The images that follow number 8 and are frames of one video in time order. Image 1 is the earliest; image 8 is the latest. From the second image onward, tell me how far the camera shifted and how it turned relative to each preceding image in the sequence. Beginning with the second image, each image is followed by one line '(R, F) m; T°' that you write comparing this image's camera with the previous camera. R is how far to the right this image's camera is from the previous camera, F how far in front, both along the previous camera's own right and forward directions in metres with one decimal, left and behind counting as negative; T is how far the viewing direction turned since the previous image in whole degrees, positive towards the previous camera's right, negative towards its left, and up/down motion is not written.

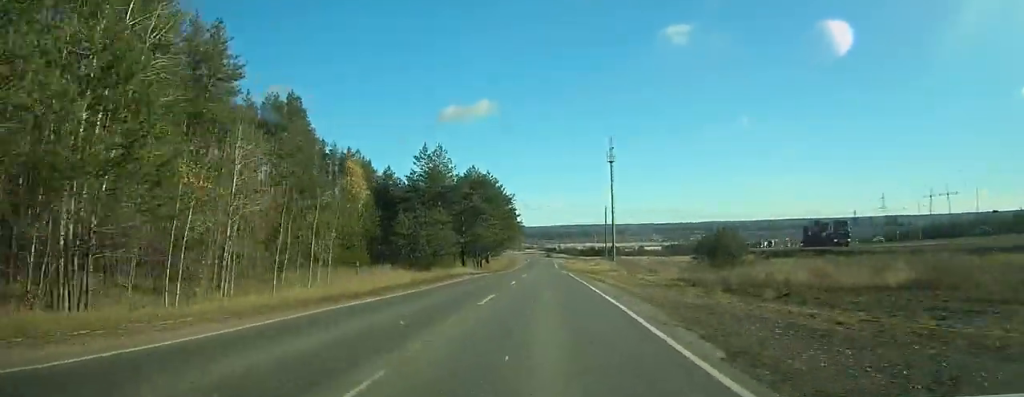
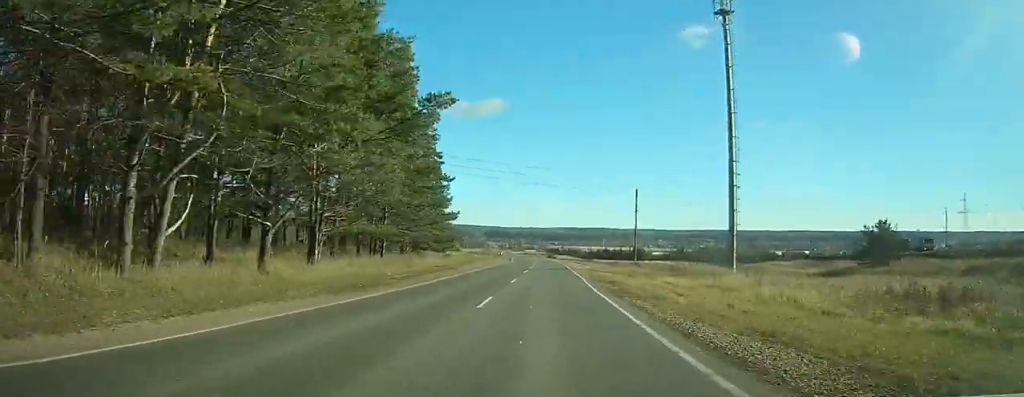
(-0.2, +80.1) m; 0°
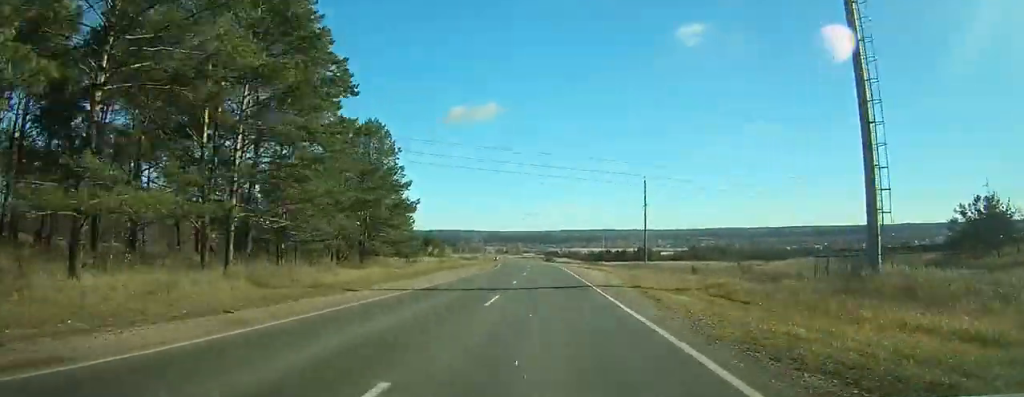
(0.0, +20.2) m; 0°
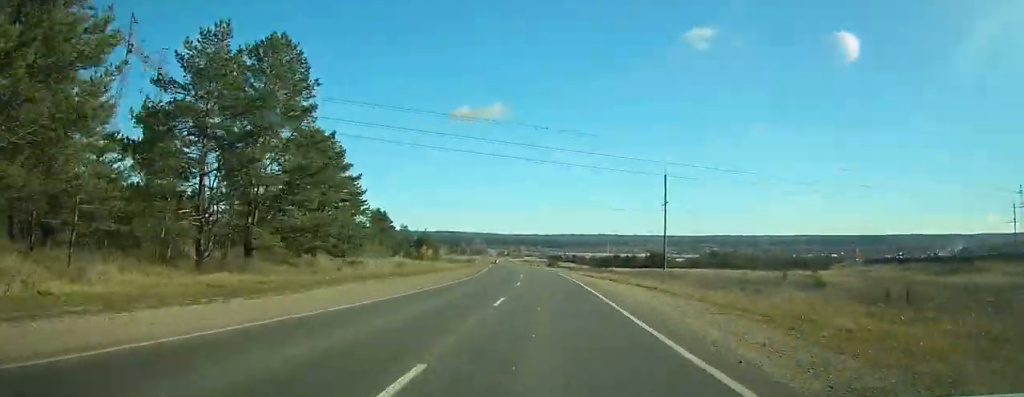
(0.0, +19.8) m; 0°
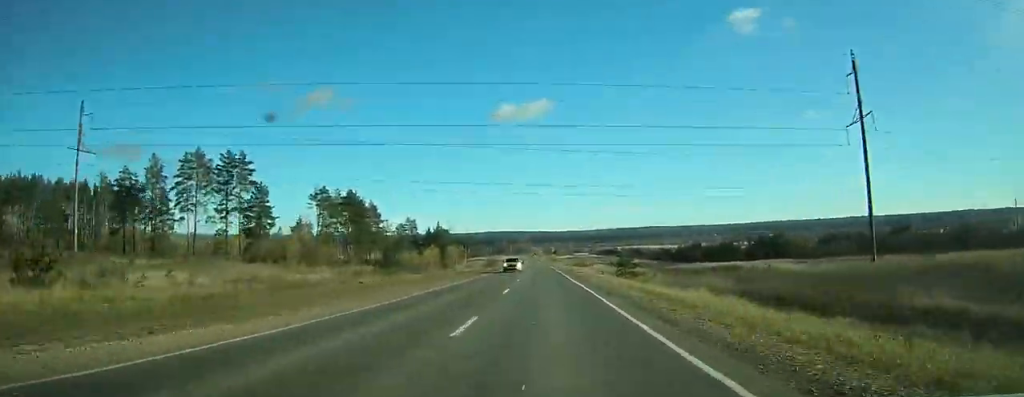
(-1.1, +68.0) m; -3°
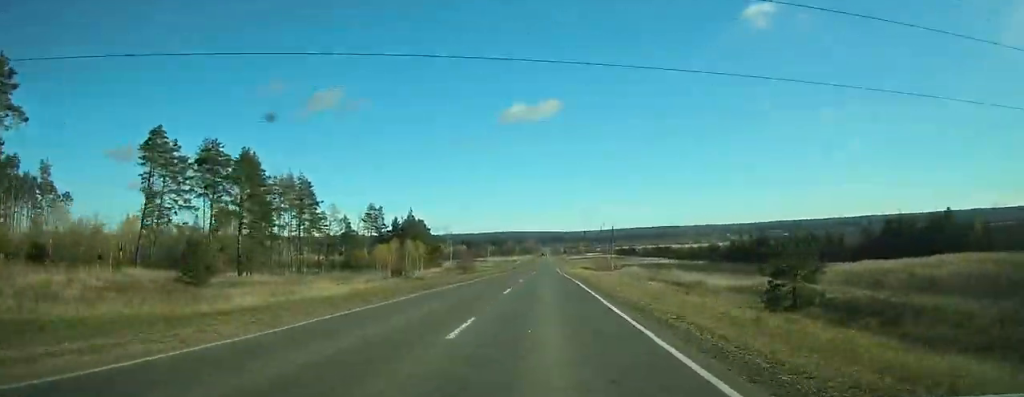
(-1.7, +58.2) m; -2°
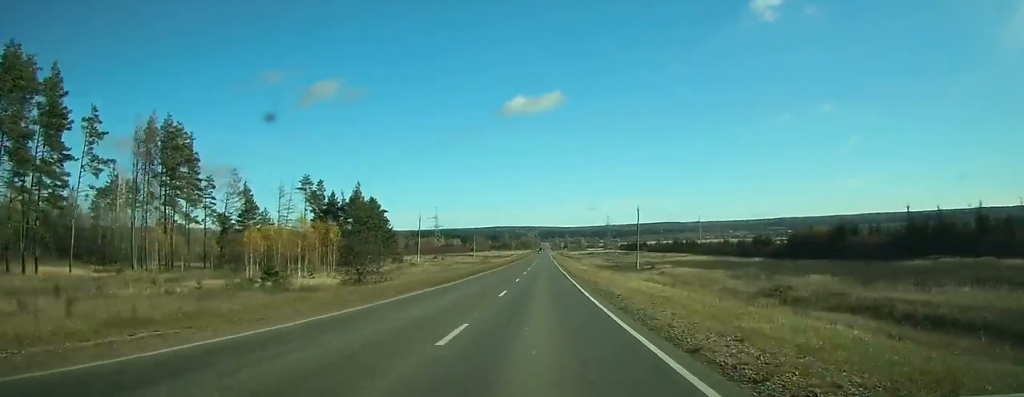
(-0.6, +51.5) m; -1°
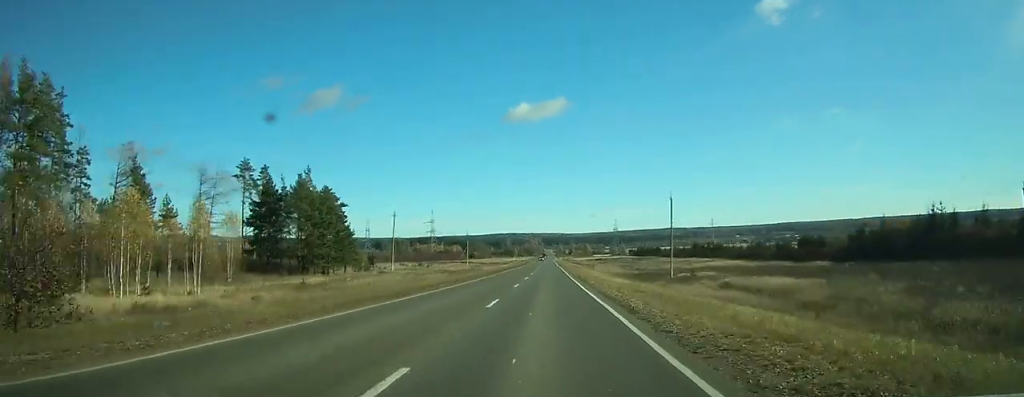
(+0.1, +32.4) m; 0°
